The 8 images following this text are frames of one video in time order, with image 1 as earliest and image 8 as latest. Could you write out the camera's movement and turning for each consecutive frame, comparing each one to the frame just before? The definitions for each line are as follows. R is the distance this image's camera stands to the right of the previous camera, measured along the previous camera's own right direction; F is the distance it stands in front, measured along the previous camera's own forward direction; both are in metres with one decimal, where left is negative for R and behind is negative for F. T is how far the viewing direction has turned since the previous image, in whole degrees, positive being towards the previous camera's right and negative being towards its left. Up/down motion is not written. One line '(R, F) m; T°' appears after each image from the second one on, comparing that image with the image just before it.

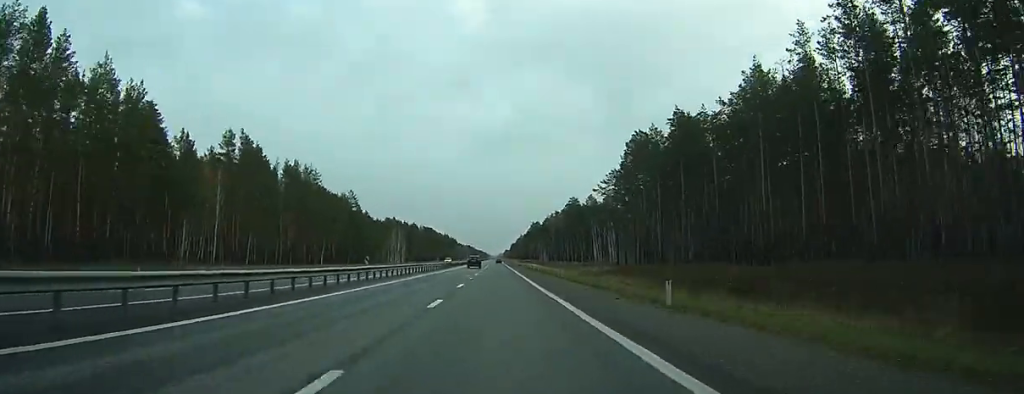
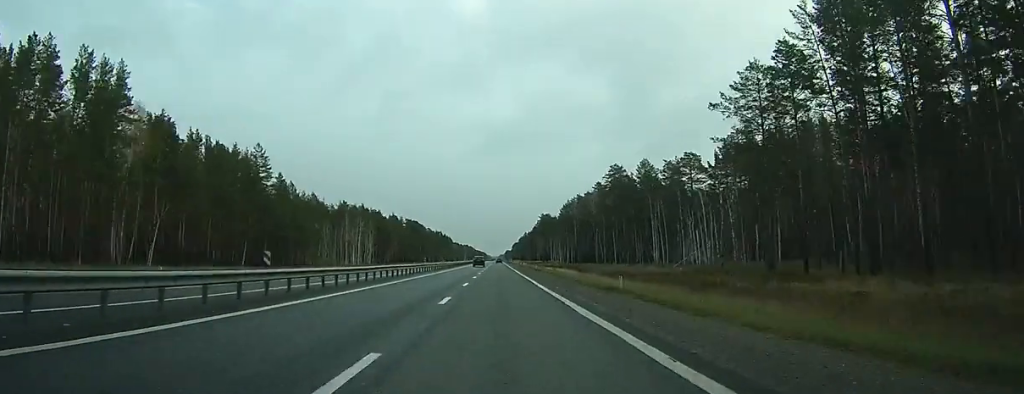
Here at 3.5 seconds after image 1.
(-0.2, +93.3) m; 0°
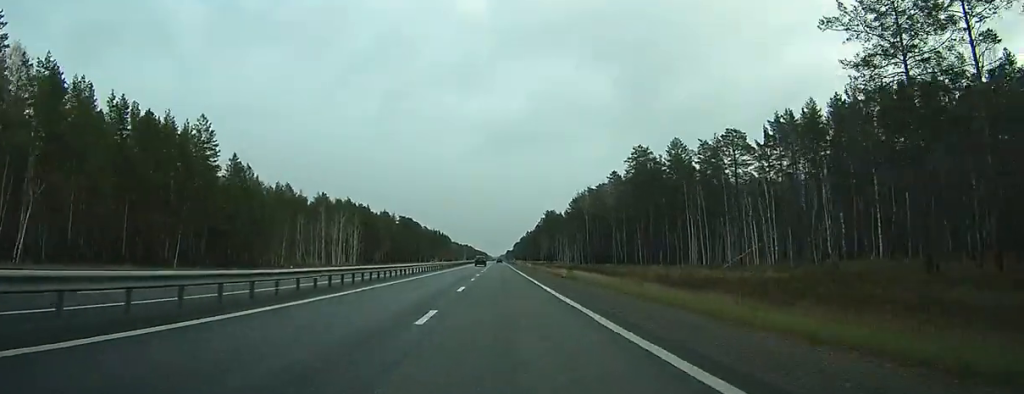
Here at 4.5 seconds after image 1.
(0.0, +30.3) m; 0°
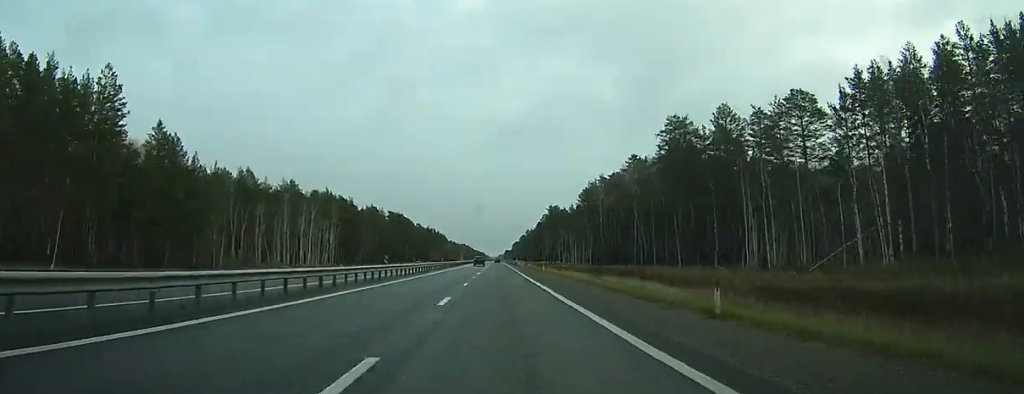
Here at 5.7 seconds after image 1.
(0.0, +32.1) m; 0°
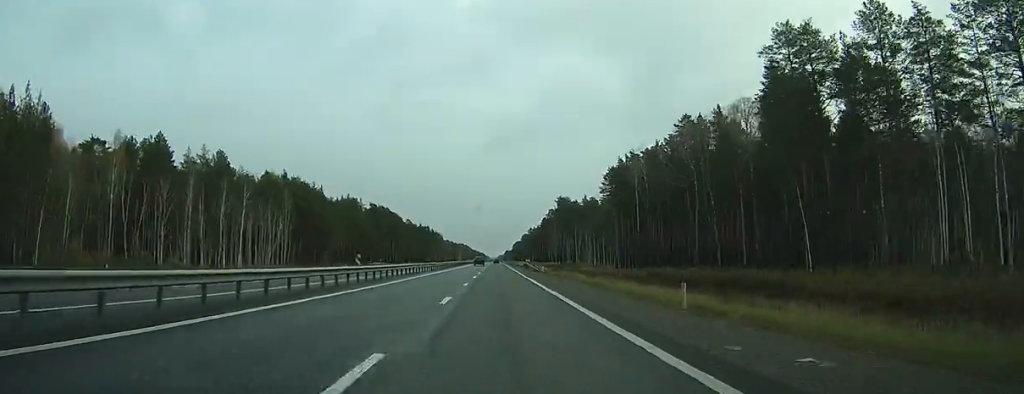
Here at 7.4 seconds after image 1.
(0.0, +48.0) m; 0°
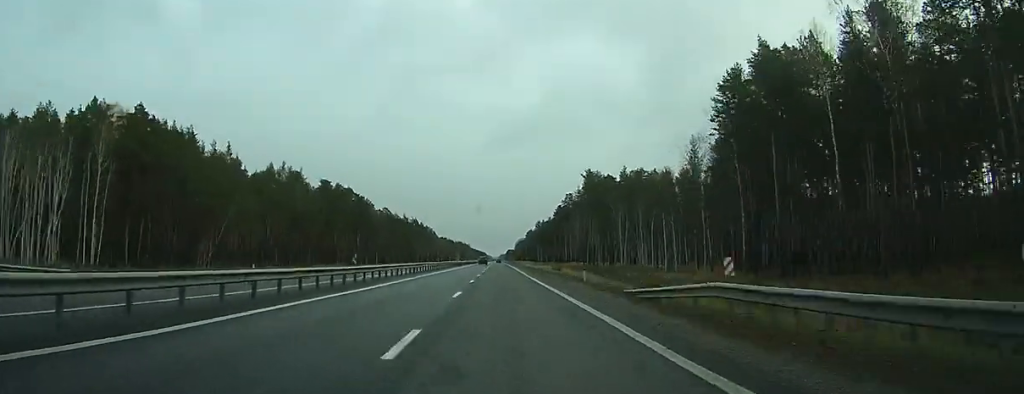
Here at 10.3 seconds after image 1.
(-0.2, +78.3) m; 0°
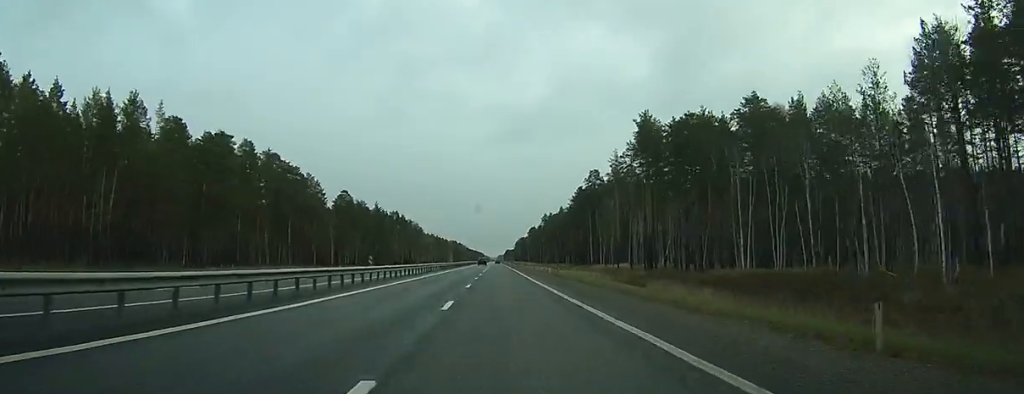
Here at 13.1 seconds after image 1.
(0.0, +74.3) m; 0°
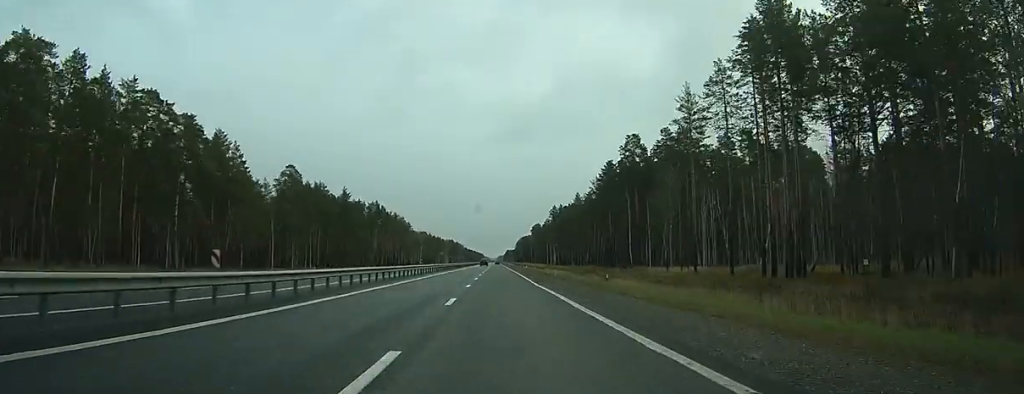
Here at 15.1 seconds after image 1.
(+0.1, +59.5) m; 0°
